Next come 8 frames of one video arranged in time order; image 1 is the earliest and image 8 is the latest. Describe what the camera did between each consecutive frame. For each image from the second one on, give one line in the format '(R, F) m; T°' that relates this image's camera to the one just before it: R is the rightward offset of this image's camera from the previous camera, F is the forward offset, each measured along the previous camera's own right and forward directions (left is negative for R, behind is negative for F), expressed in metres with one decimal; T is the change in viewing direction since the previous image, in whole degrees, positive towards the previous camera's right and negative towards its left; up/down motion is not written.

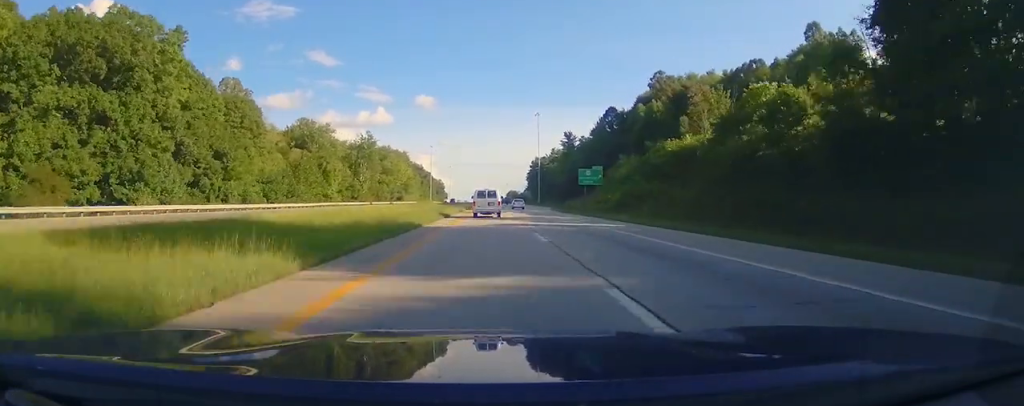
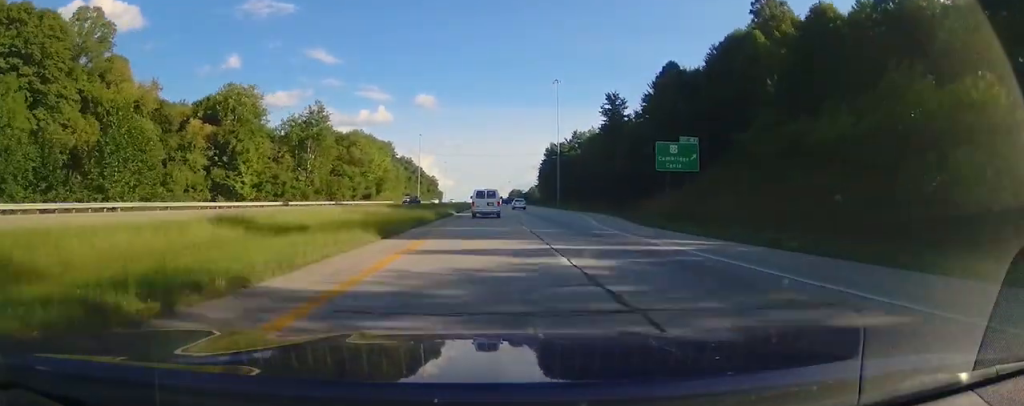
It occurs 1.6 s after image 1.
(+0.2, +55.1) m; -1°
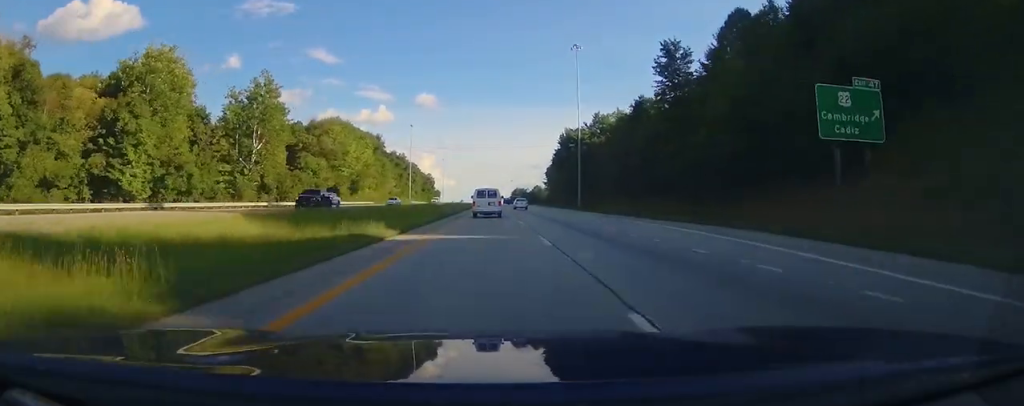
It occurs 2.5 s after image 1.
(-0.4, +32.3) m; 0°
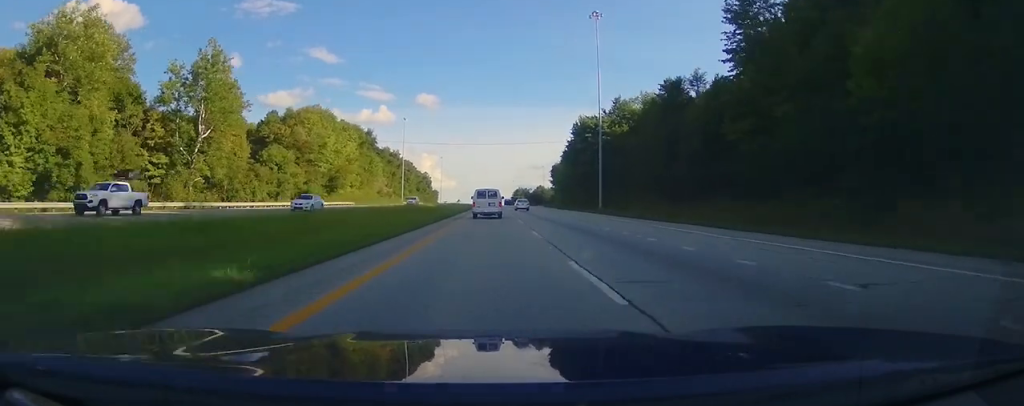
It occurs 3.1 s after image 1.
(+0.1, +20.7) m; 0°
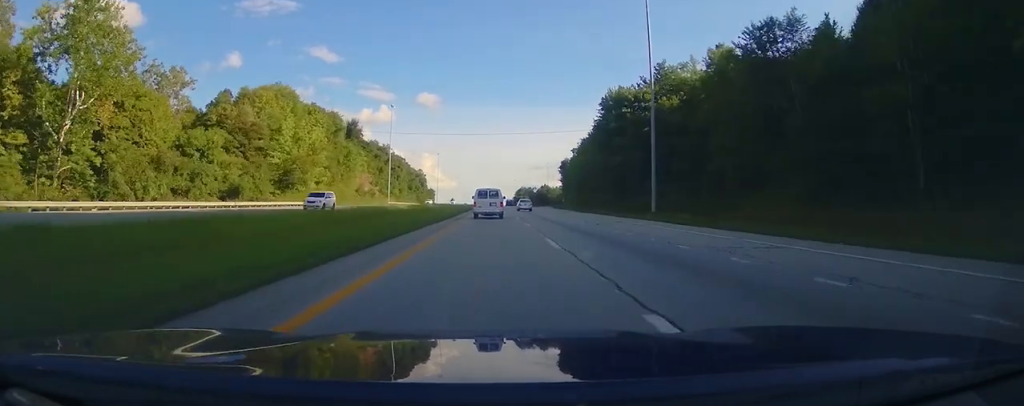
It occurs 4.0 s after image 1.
(+0.2, +28.8) m; 0°
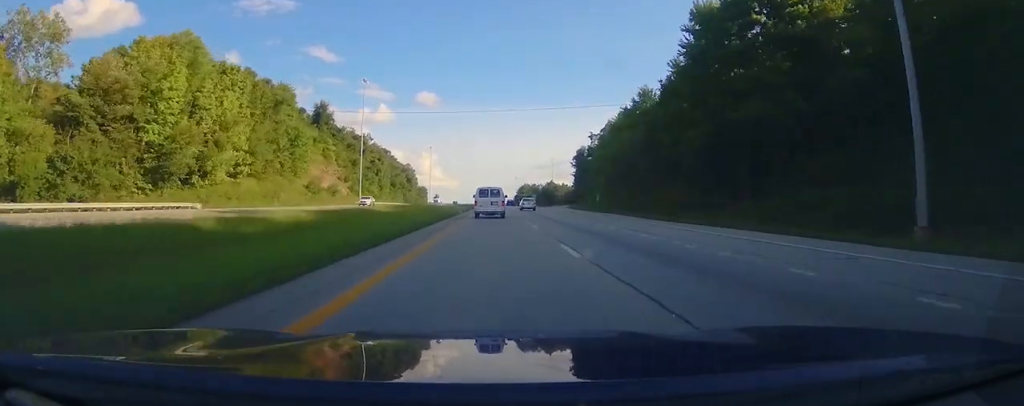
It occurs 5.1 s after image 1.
(0.0, +39.1) m; 0°
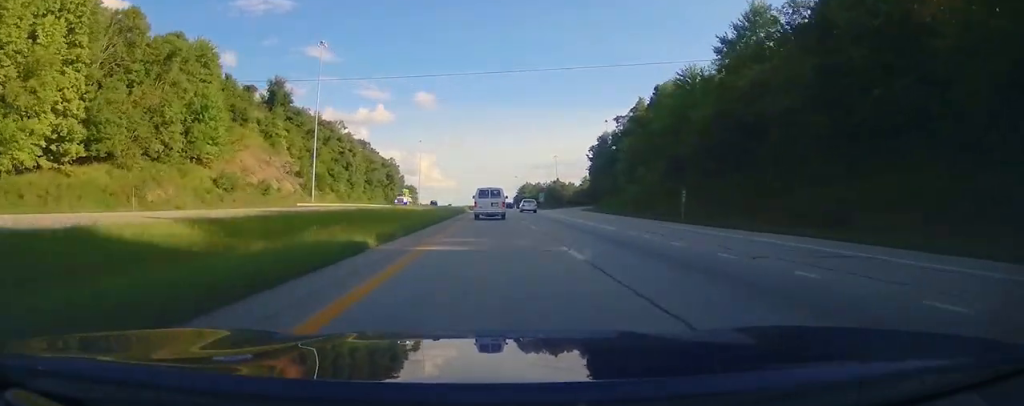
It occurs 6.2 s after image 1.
(0.0, +36.8) m; 0°
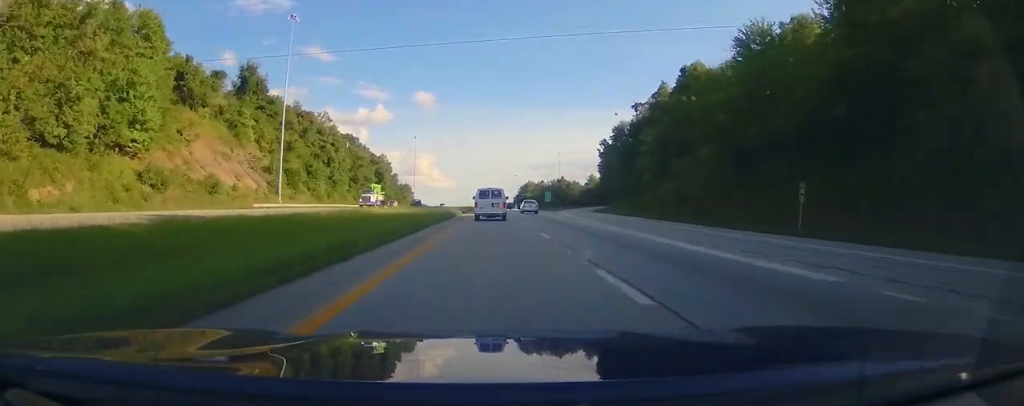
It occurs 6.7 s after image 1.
(0.0, +17.2) m; 0°
